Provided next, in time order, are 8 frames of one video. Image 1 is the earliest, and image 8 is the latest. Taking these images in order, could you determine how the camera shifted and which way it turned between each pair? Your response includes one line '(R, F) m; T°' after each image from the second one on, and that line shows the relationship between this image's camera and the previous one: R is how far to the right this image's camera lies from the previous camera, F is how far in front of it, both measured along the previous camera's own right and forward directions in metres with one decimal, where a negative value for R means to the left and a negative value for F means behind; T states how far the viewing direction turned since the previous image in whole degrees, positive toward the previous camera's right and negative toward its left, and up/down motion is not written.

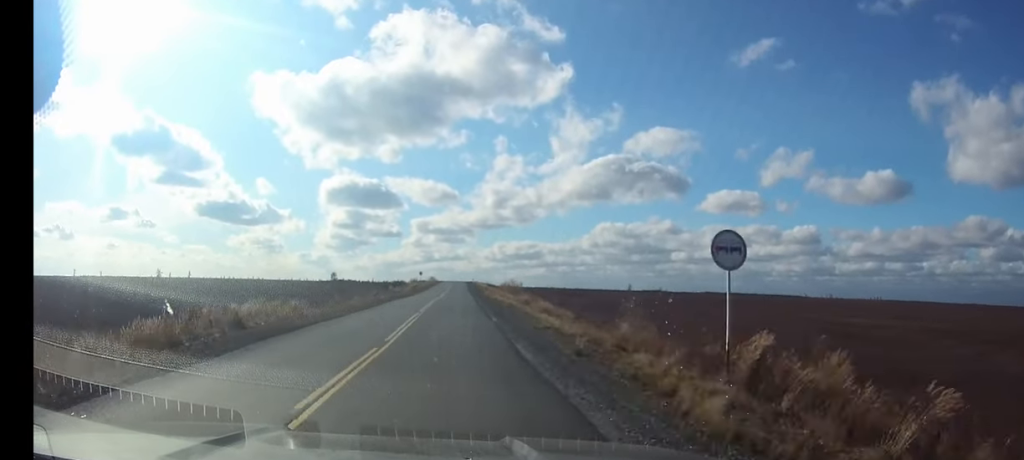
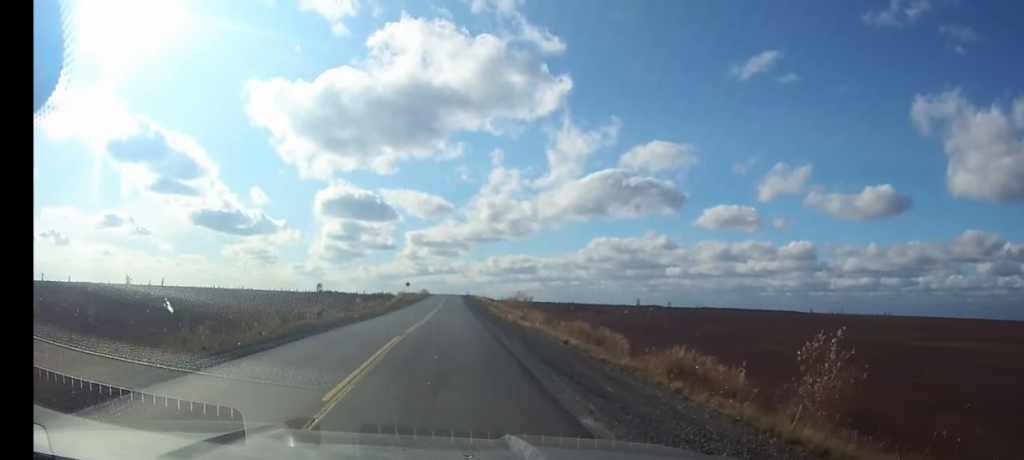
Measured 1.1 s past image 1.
(+0.1, +20.7) m; 0°
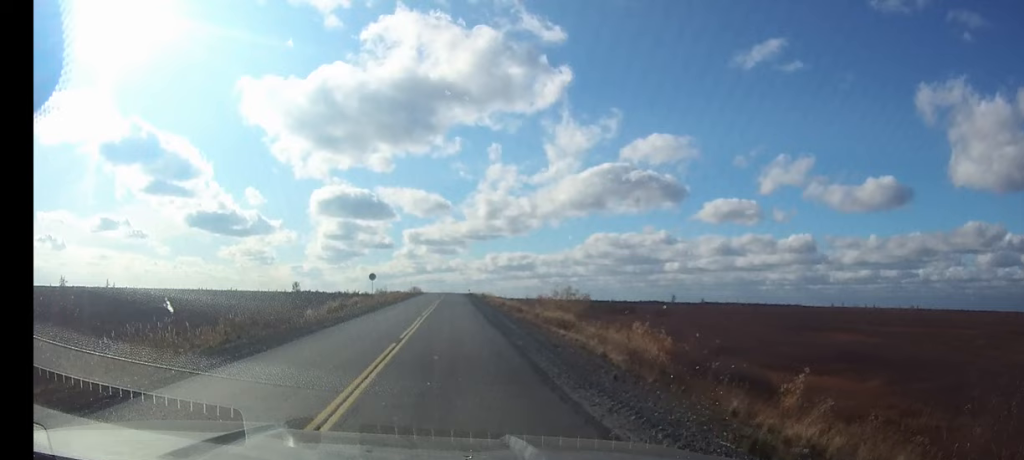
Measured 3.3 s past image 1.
(+0.3, +44.0) m; +1°
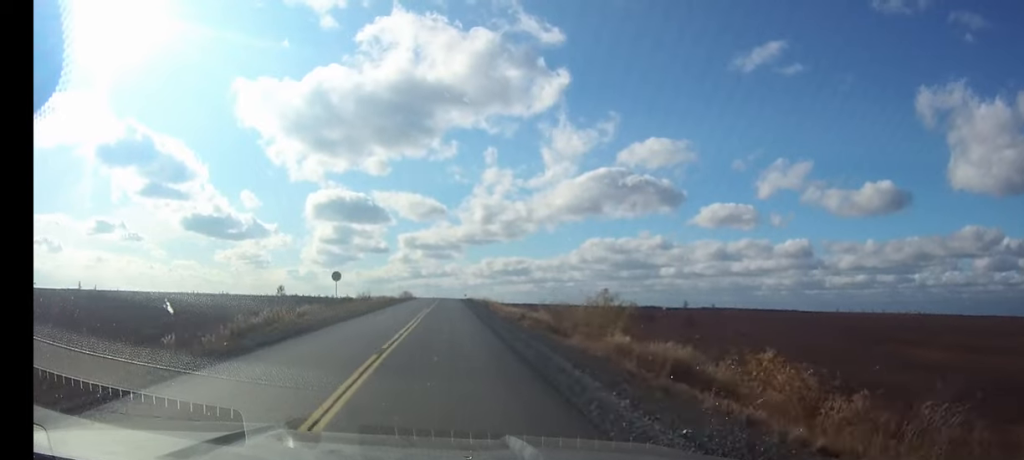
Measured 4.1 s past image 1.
(0.0, +16.8) m; 0°
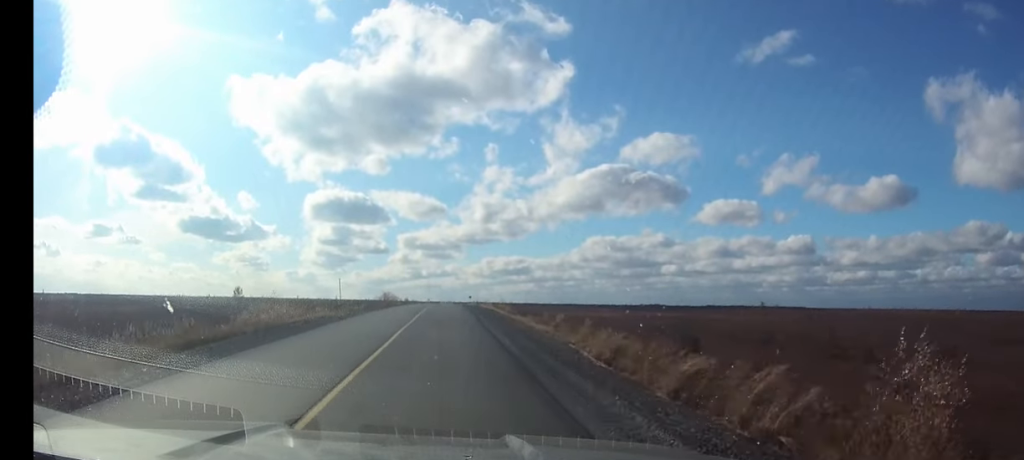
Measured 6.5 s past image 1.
(0.0, +53.2) m; 0°
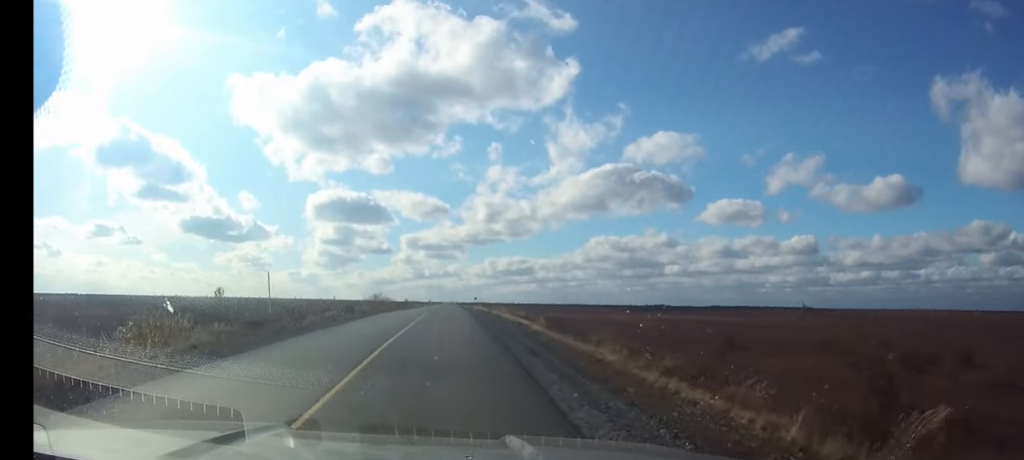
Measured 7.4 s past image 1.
(0.0, +19.1) m; 0°
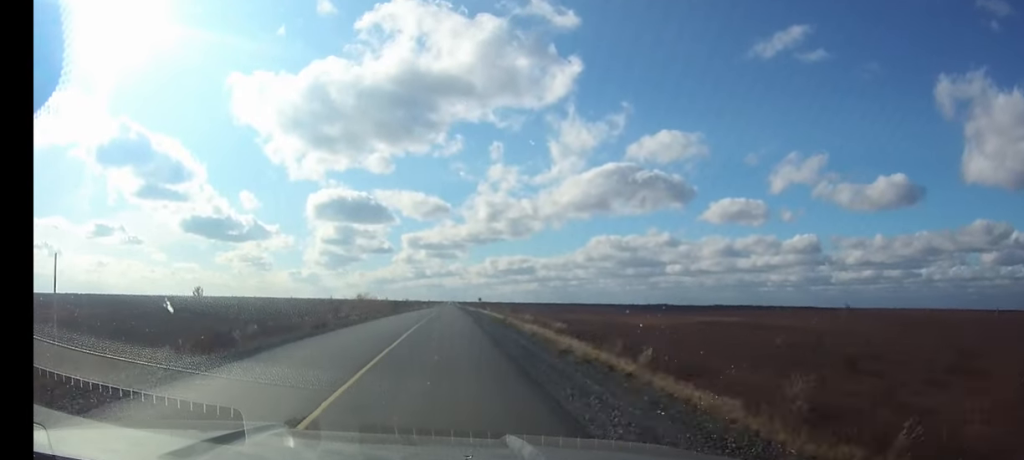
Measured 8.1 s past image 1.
(0.0, +16.1) m; 0°
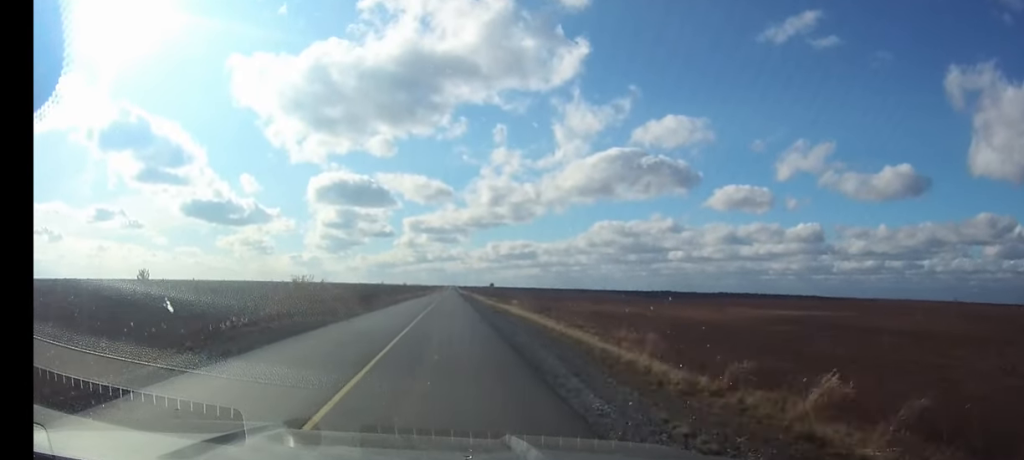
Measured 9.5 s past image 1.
(0.0, +31.7) m; 0°
